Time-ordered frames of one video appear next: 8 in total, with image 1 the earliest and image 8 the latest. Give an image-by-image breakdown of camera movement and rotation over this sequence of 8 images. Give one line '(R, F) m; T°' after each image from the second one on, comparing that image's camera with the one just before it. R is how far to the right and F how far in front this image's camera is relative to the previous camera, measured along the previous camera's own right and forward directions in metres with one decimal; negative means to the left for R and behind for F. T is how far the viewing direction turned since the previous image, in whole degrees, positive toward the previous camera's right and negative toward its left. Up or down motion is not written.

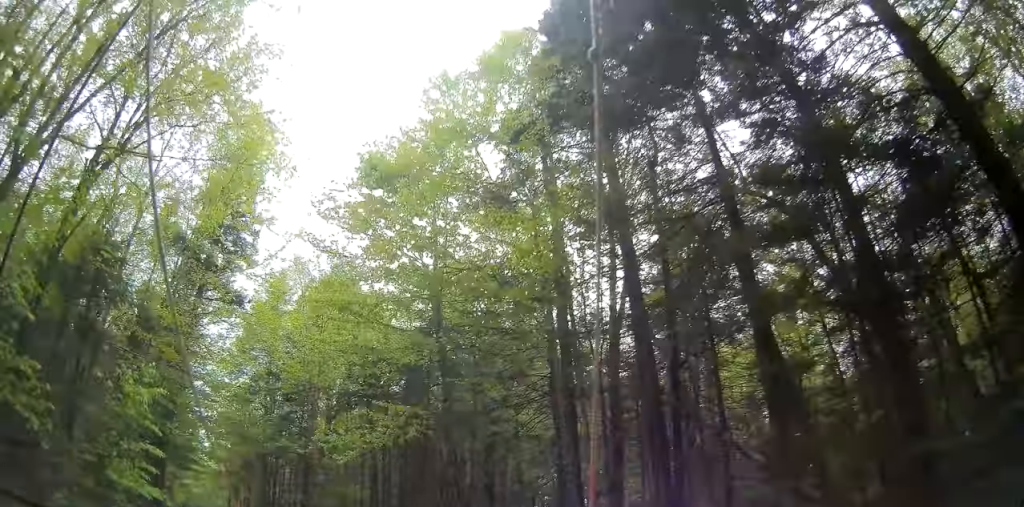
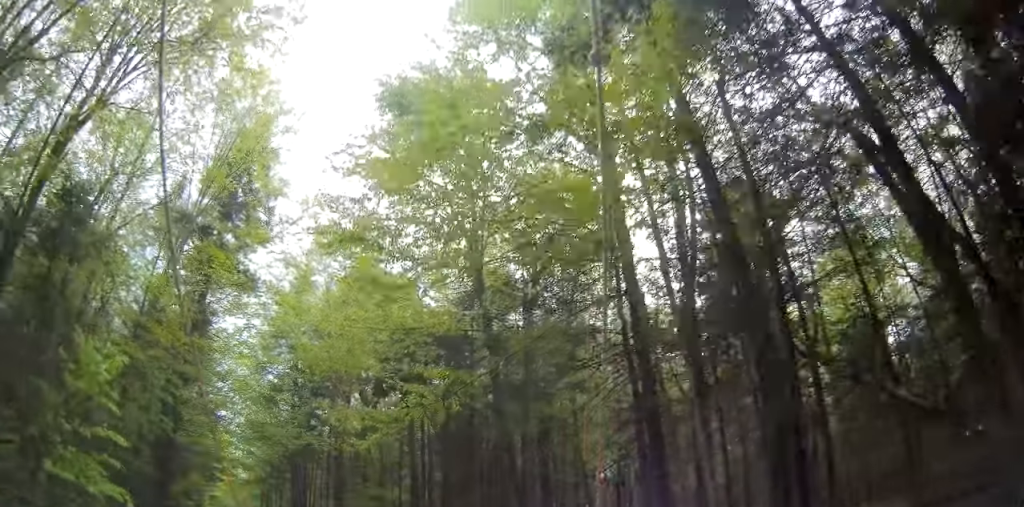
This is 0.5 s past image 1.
(-0.1, +2.8) m; -3°
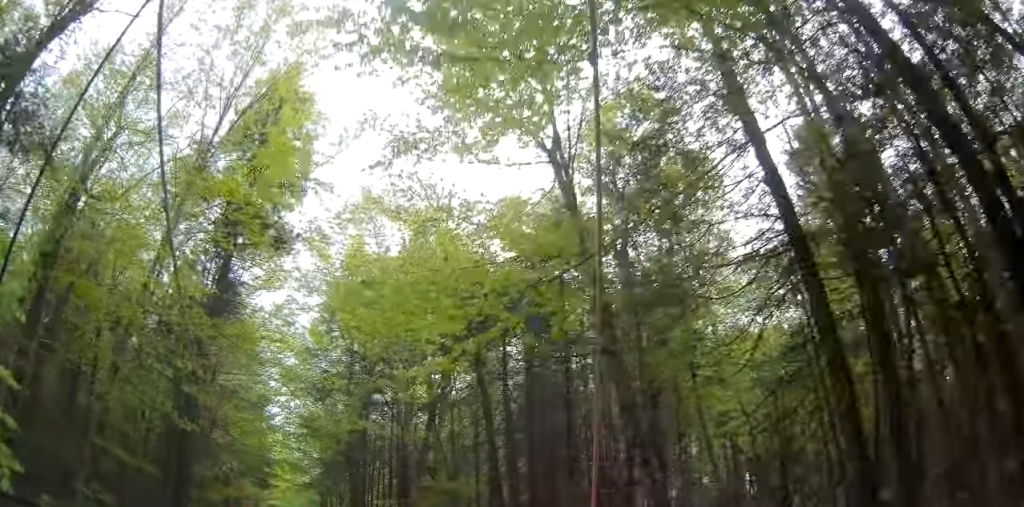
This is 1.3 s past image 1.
(-0.1, +4.1) m; -4°
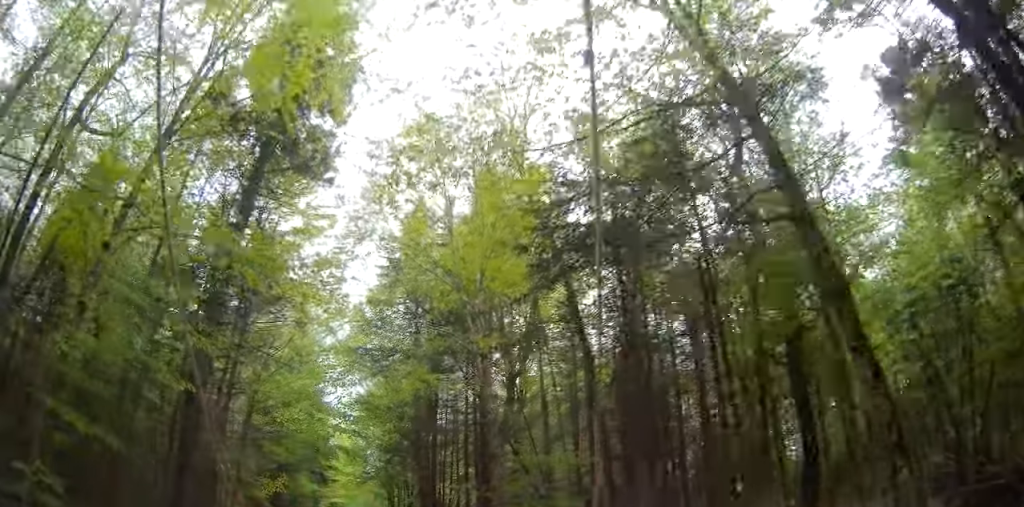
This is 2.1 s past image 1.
(-0.1, +4.2) m; -5°
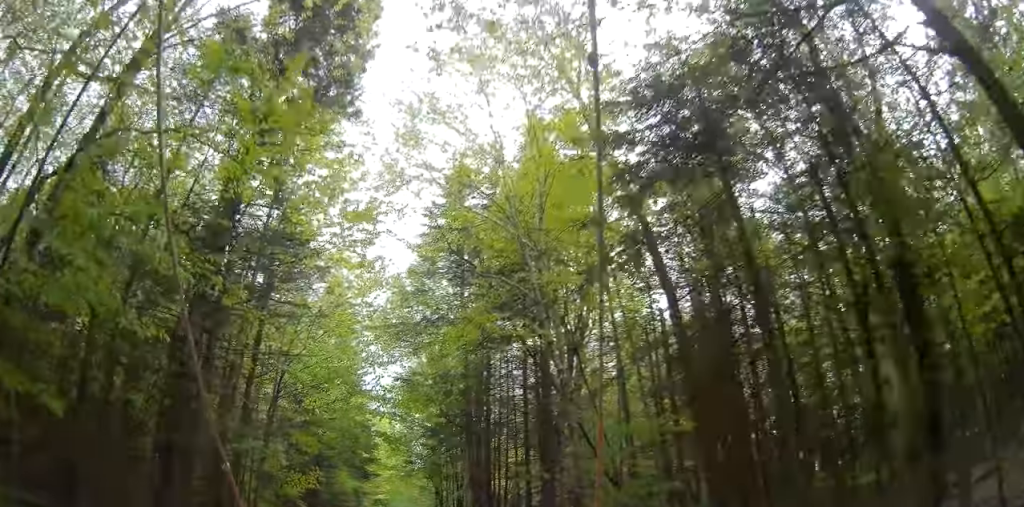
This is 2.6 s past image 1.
(-0.1, +2.9) m; -8°
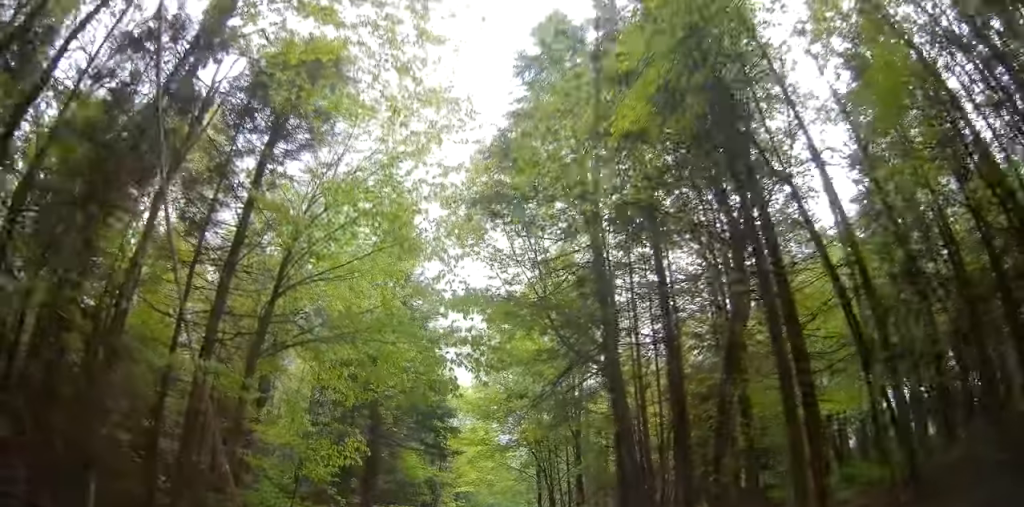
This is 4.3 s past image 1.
(-1.6, +8.7) m; -13°
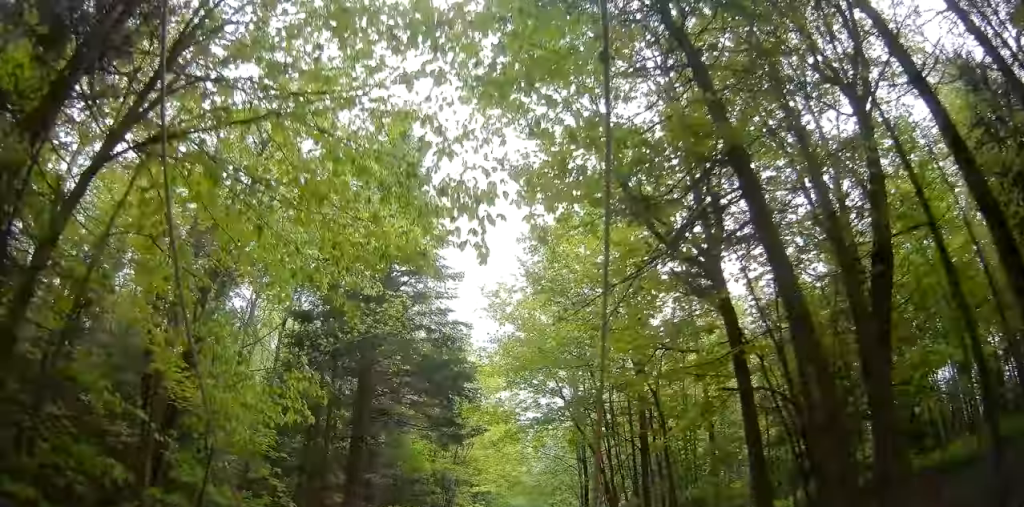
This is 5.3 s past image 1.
(+0.1, +5.9) m; -2°
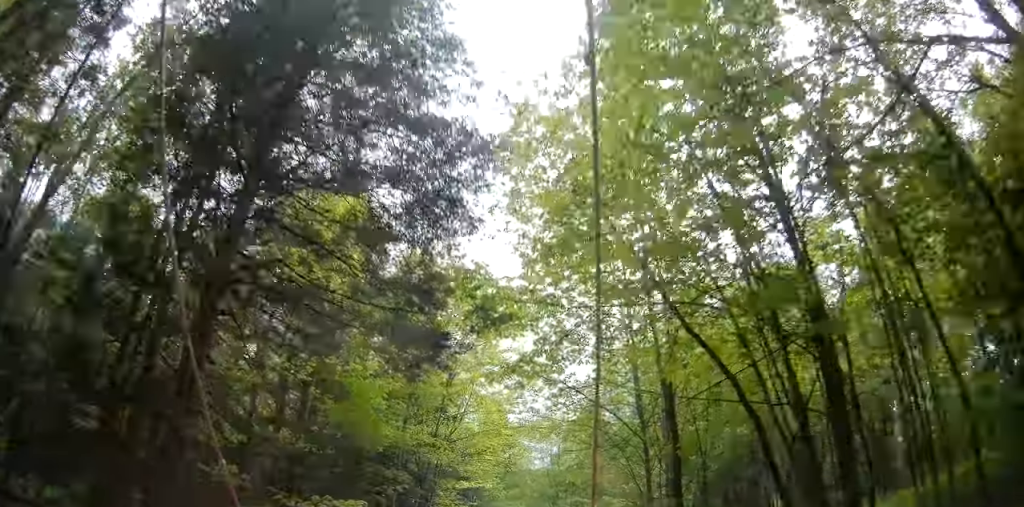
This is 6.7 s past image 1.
(-0.7, +8.5) m; -5°
